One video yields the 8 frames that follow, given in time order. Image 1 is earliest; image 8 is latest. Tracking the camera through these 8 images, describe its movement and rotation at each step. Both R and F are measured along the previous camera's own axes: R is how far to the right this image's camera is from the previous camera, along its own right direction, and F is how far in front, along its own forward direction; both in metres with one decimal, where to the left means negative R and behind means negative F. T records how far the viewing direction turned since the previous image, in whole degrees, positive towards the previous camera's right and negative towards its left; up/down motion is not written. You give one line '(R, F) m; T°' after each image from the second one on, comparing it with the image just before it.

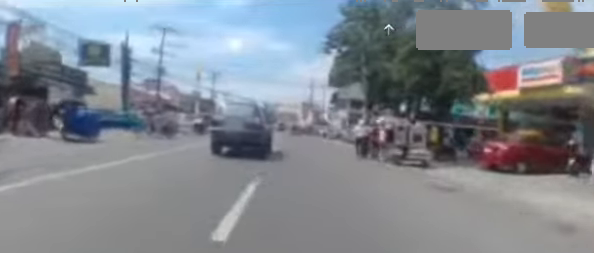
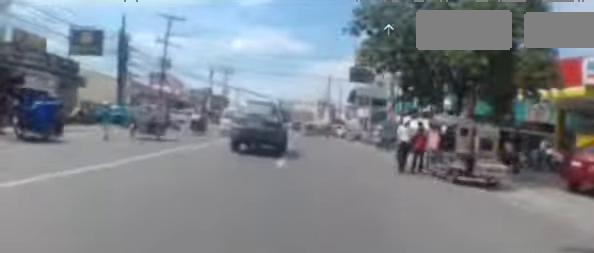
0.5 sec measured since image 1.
(+0.1, +3.6) m; -1°
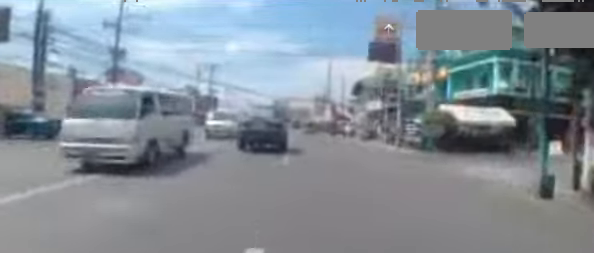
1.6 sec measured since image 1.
(-0.4, +9.2) m; -4°
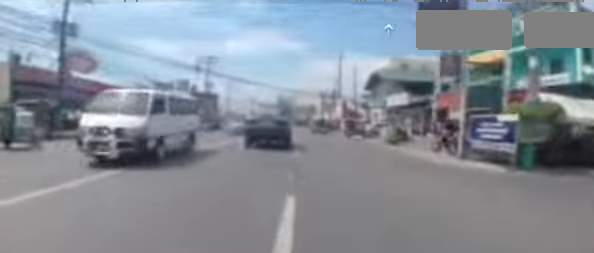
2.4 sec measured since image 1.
(-0.1, +6.9) m; 0°
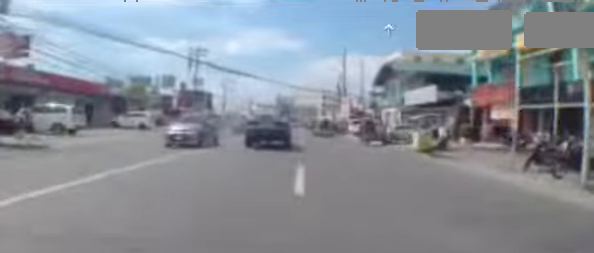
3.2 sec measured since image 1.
(+0.1, +6.1) m; +2°
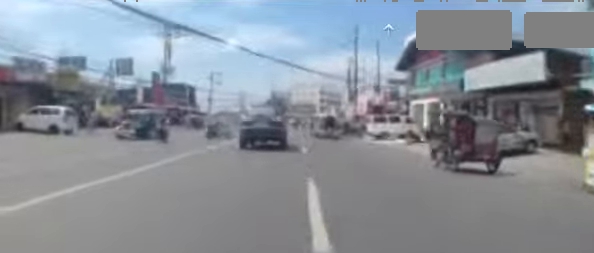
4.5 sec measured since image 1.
(+0.3, +10.5) m; +3°
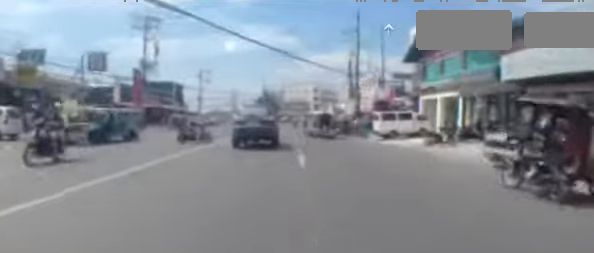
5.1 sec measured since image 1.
(0.0, +3.7) m; -3°
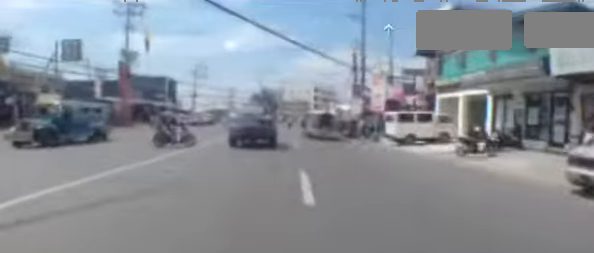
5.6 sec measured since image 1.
(+0.1, +3.4) m; -2°
